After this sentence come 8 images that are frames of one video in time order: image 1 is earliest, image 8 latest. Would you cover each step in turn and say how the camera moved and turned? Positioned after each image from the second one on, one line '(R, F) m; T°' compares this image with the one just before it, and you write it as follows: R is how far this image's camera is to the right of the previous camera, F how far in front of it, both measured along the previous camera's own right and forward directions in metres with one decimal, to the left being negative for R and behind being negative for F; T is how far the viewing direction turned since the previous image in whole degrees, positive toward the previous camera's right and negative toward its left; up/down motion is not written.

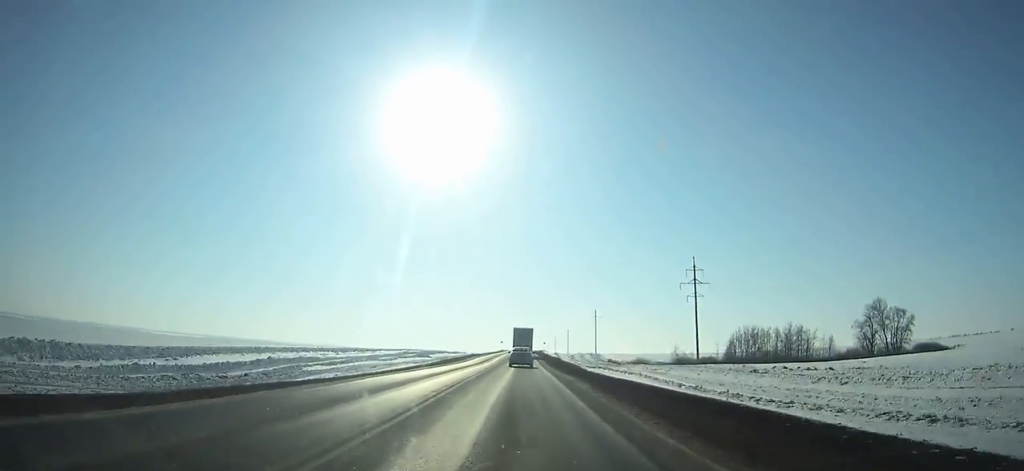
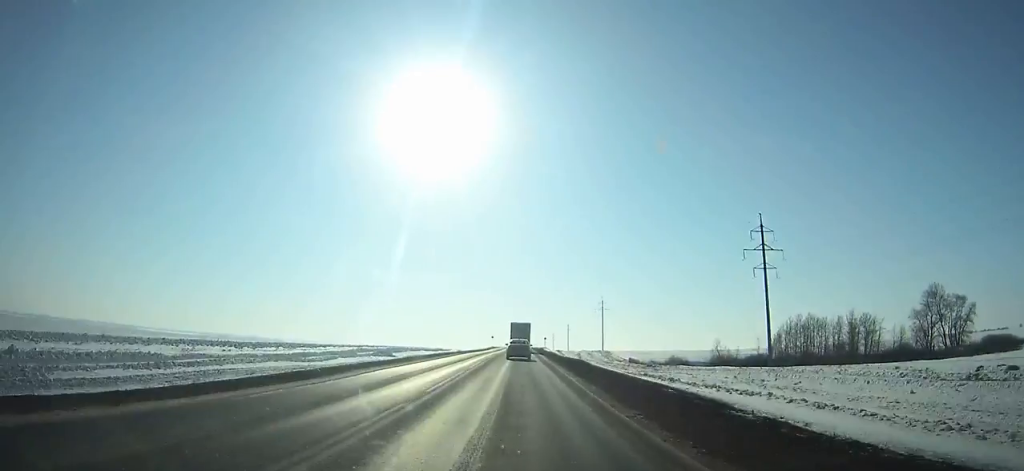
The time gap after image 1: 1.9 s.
(+0.1, +41.9) m; 0°
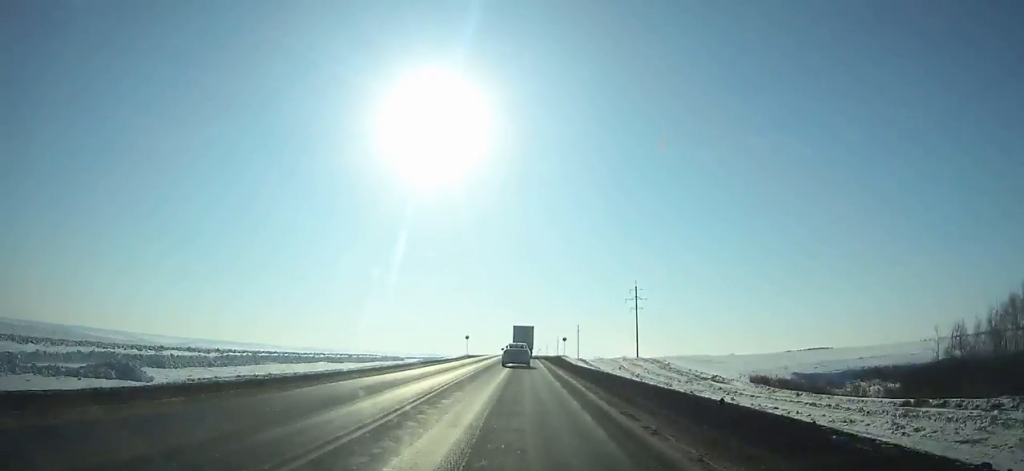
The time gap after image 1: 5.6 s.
(+0.2, +82.0) m; 0°
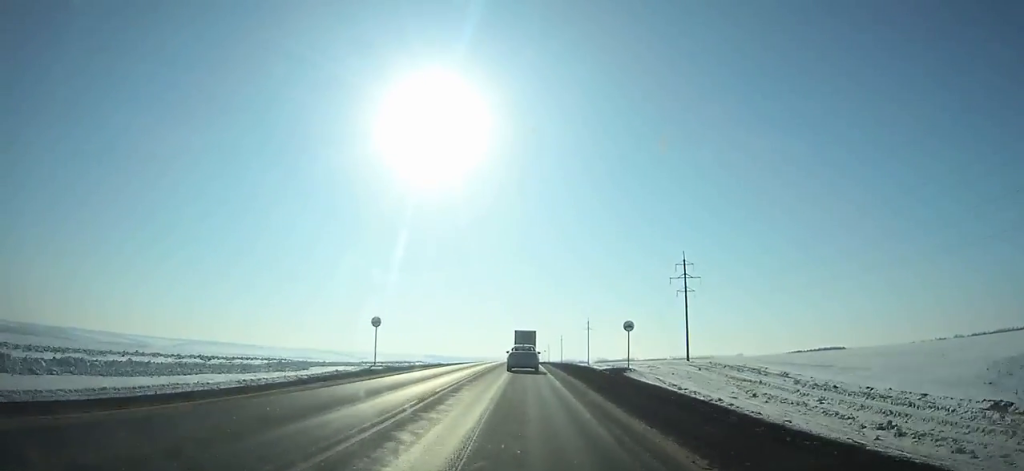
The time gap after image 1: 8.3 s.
(0.0, +60.0) m; 0°
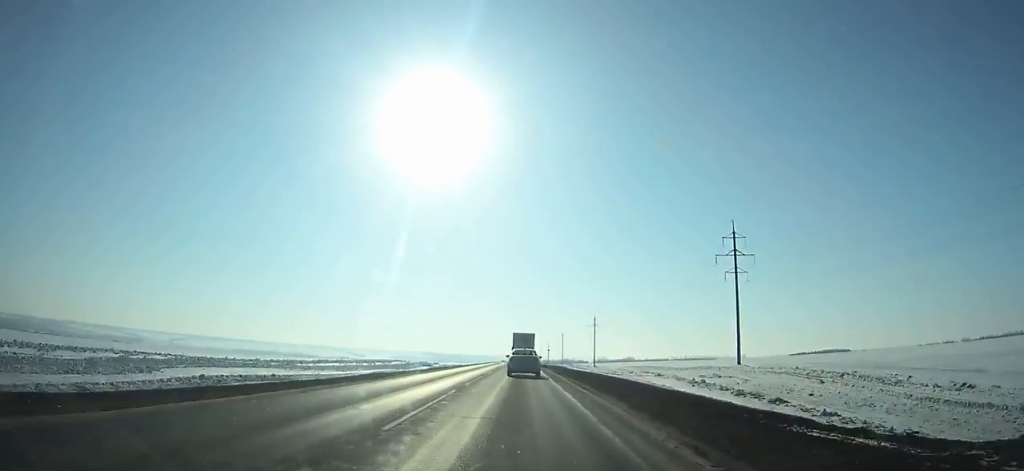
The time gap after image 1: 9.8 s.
(0.0, +33.2) m; 0°
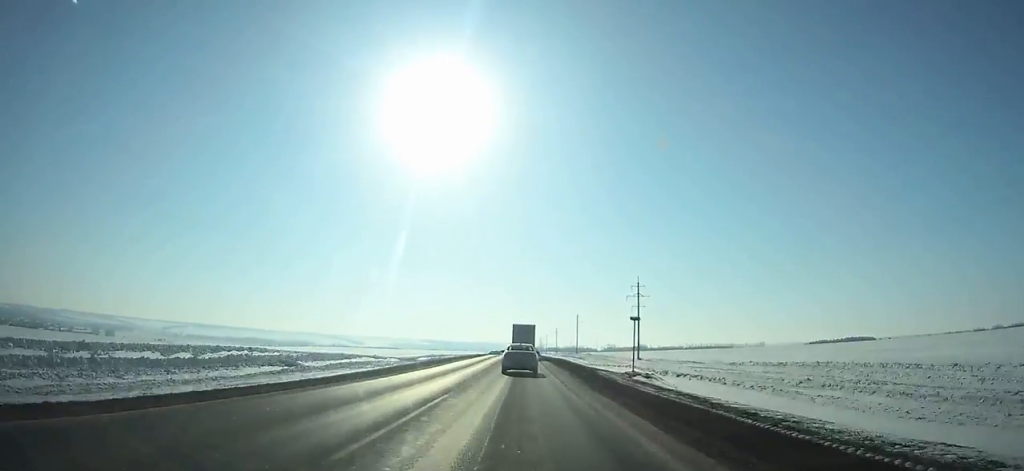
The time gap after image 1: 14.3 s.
(-0.7, +99.2) m; -1°
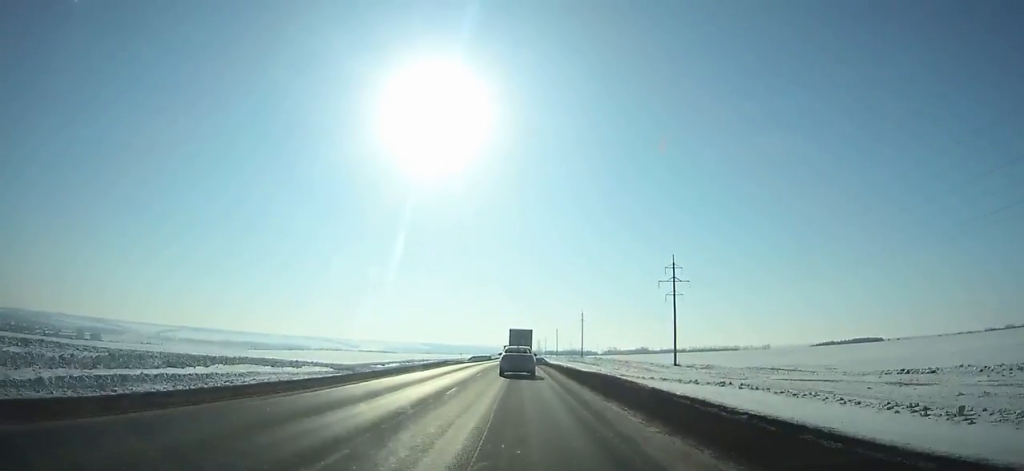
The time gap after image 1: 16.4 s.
(0.0, +45.8) m; 0°
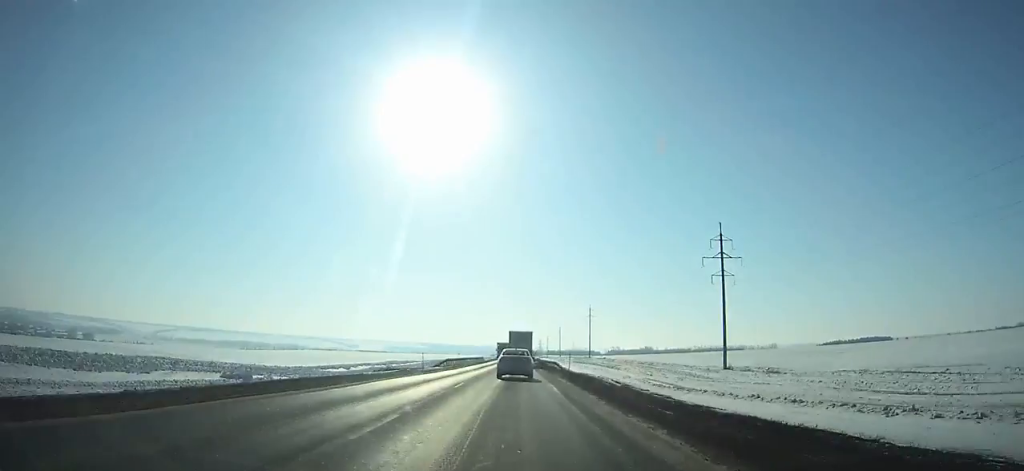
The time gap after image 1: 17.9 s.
(+0.1, +32.6) m; 0°
